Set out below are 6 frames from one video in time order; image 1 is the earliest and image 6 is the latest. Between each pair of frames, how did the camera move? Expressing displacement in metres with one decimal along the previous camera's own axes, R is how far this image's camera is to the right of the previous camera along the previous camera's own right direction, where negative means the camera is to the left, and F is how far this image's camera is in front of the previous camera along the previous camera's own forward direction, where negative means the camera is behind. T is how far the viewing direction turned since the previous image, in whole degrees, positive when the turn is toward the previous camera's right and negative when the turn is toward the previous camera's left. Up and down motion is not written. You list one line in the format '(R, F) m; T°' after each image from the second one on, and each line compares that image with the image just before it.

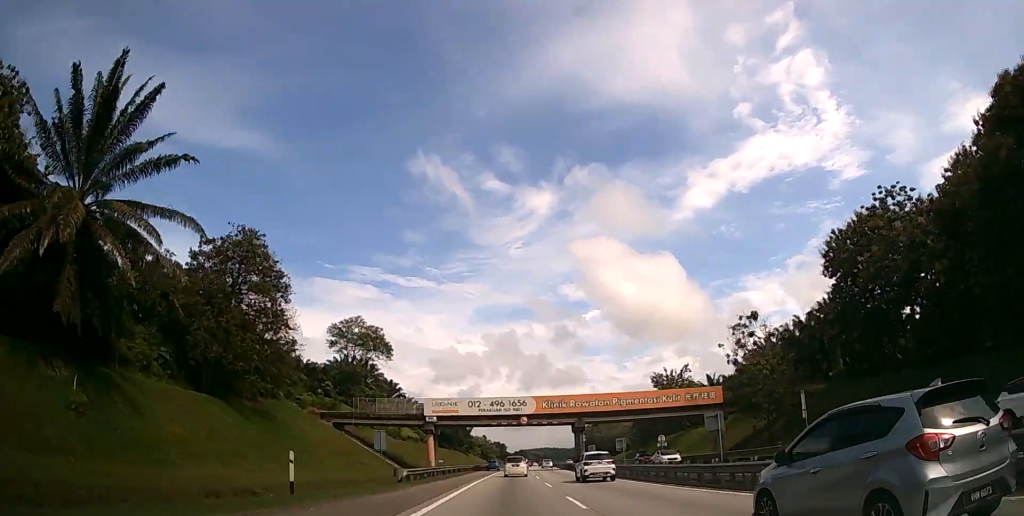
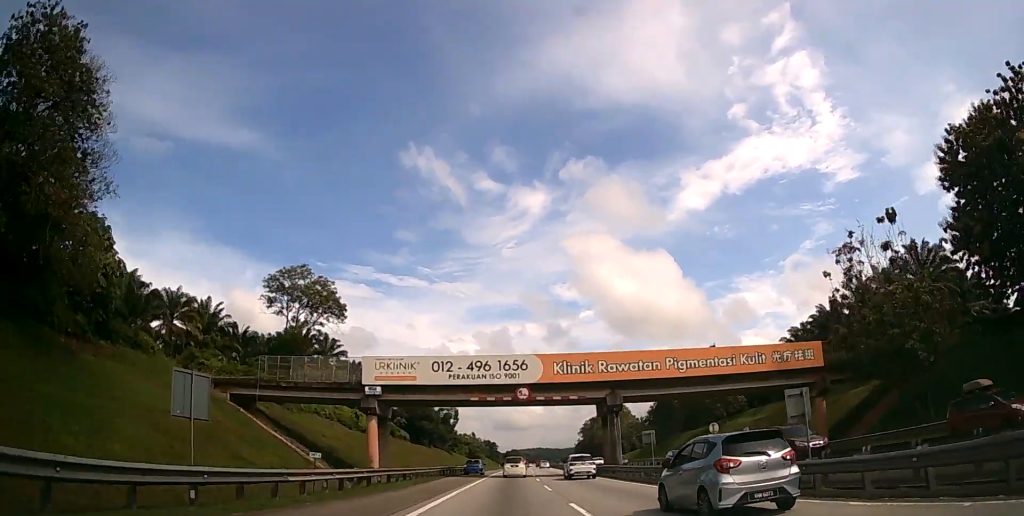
(+0.1, +26.8) m; +1°
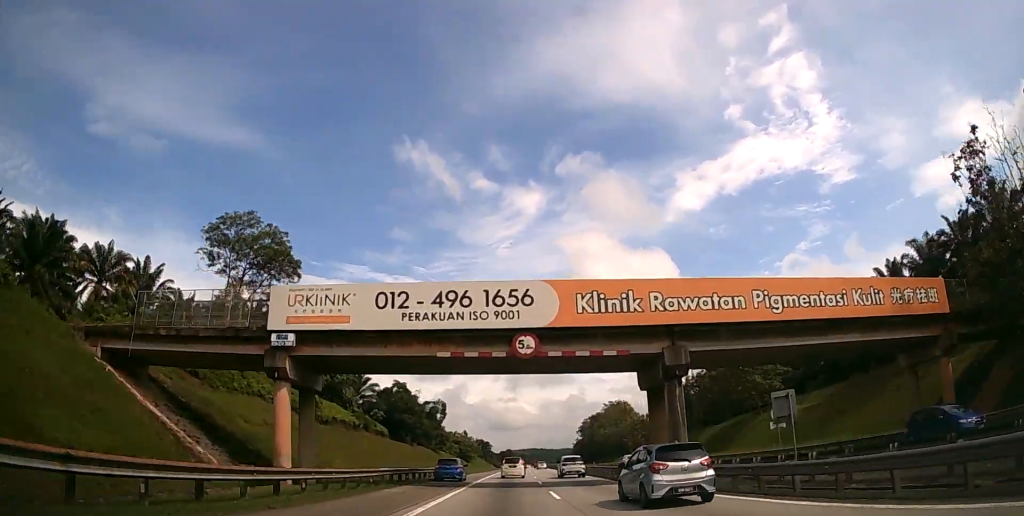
(+0.1, +17.1) m; 0°
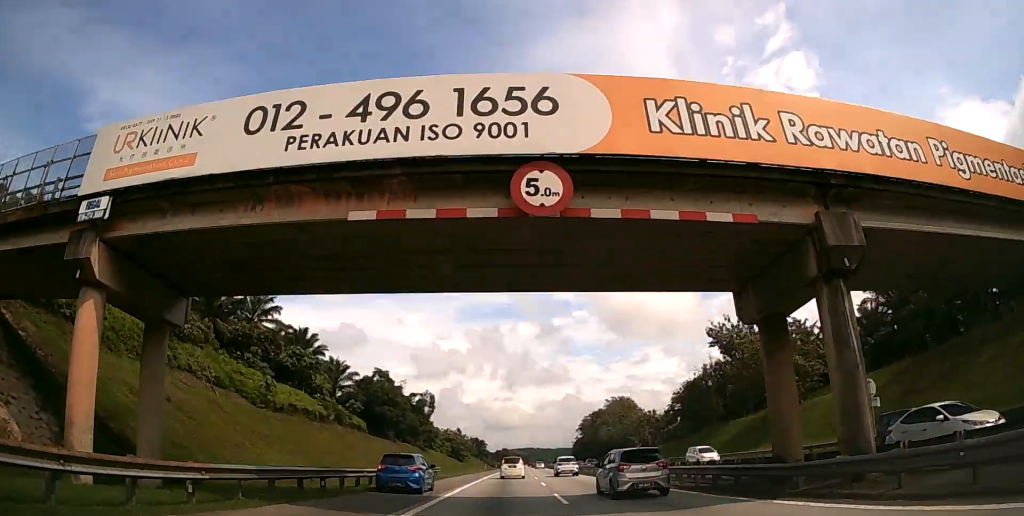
(+0.1, +14.2) m; 0°
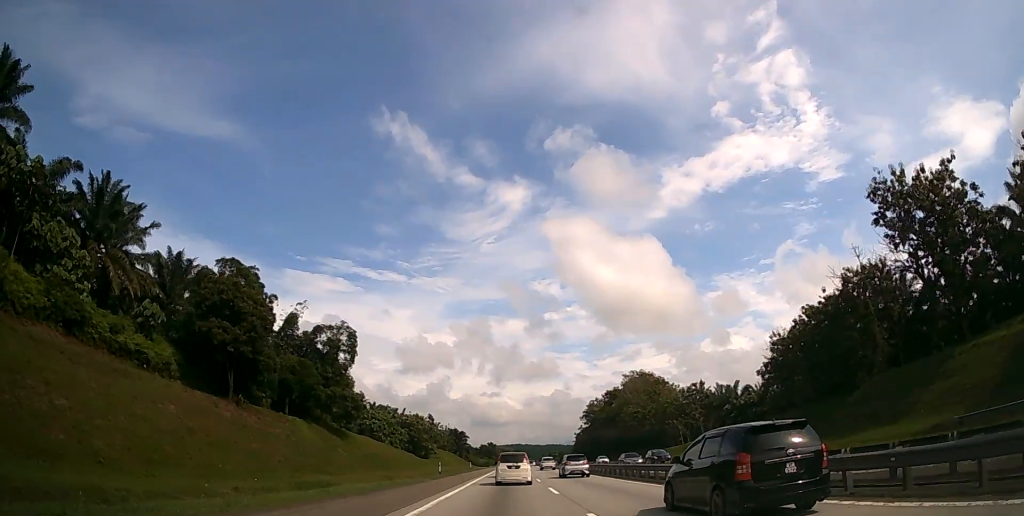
(+0.9, +57.3) m; +2°
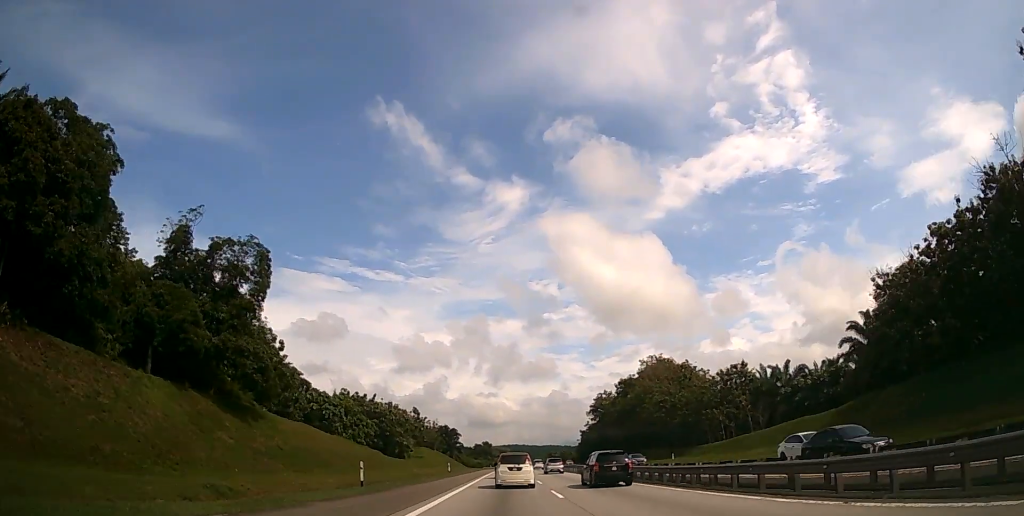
(-0.1, +25.4) m; 0°
